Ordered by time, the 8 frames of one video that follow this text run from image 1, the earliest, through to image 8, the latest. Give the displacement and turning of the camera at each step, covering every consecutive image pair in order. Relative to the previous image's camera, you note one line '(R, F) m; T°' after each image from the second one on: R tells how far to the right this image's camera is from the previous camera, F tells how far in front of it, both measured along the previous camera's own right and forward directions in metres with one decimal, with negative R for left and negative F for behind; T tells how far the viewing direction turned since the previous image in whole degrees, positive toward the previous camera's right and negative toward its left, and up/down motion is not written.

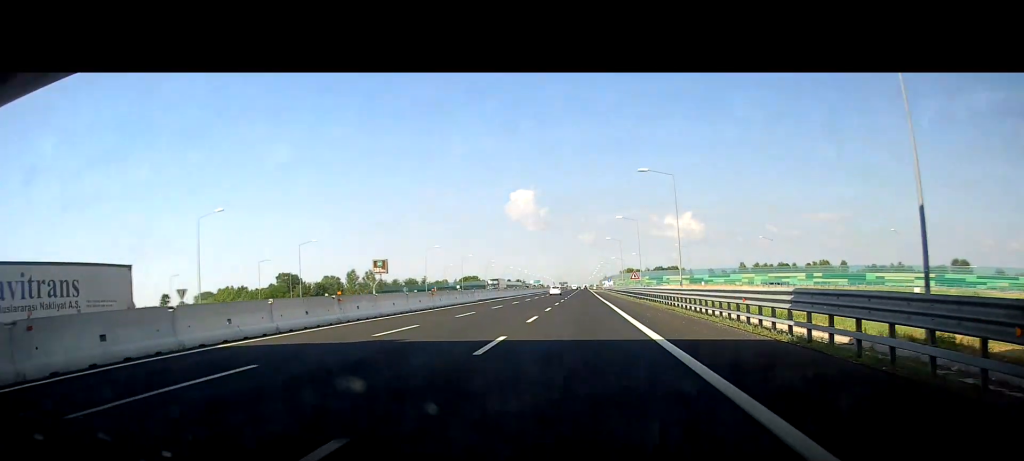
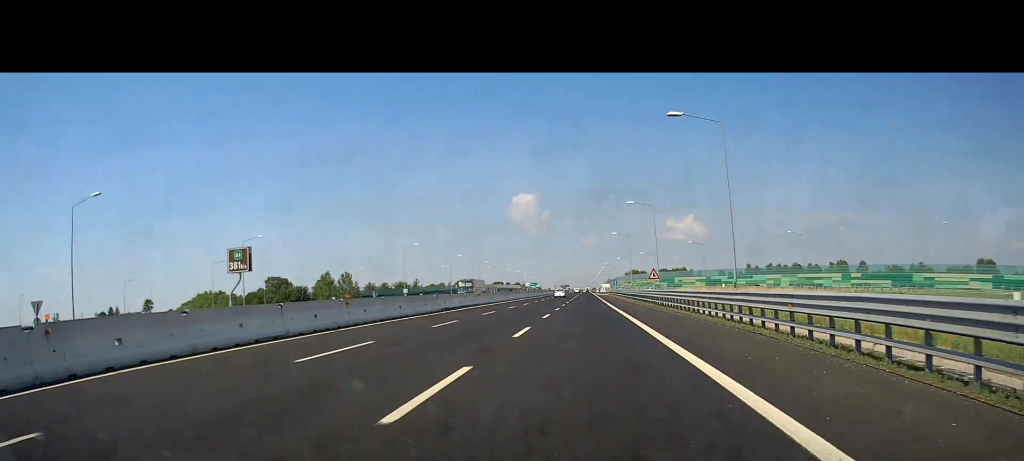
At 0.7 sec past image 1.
(+0.1, +17.5) m; 0°
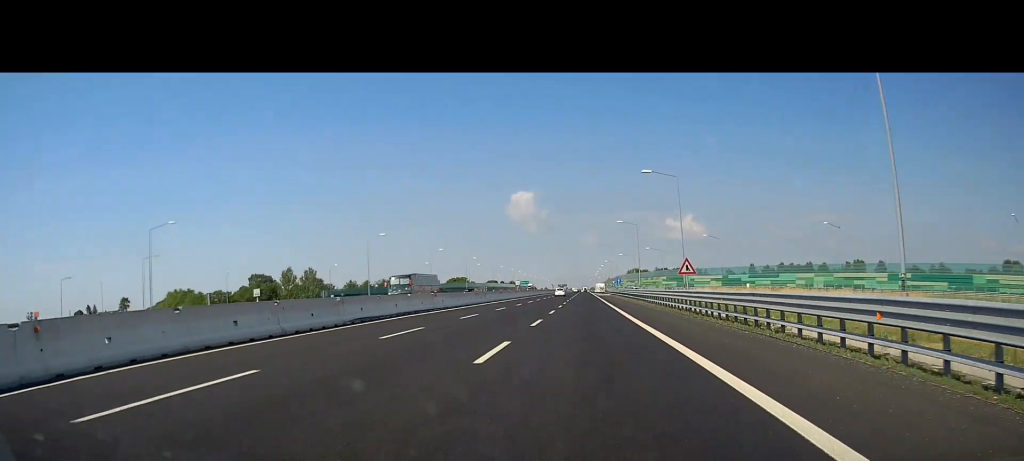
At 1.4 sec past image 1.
(+0.1, +18.4) m; 0°
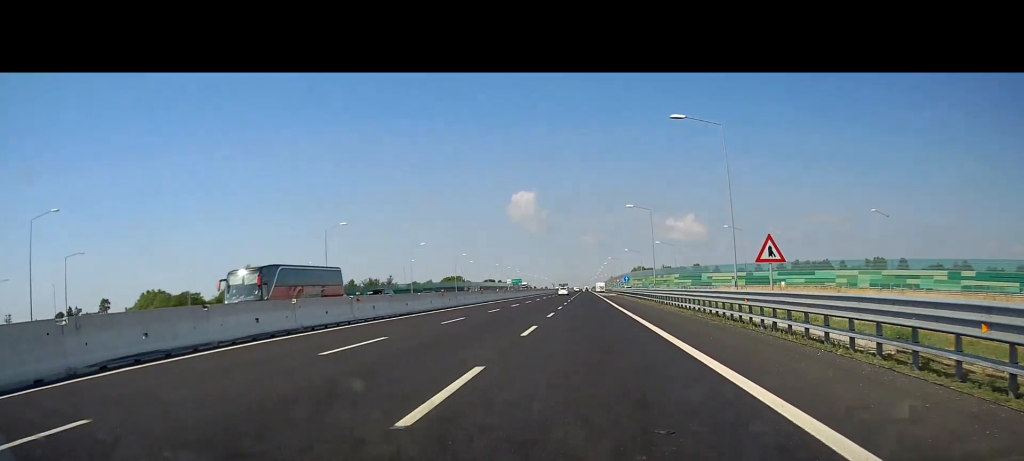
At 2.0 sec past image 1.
(0.0, +16.7) m; 0°
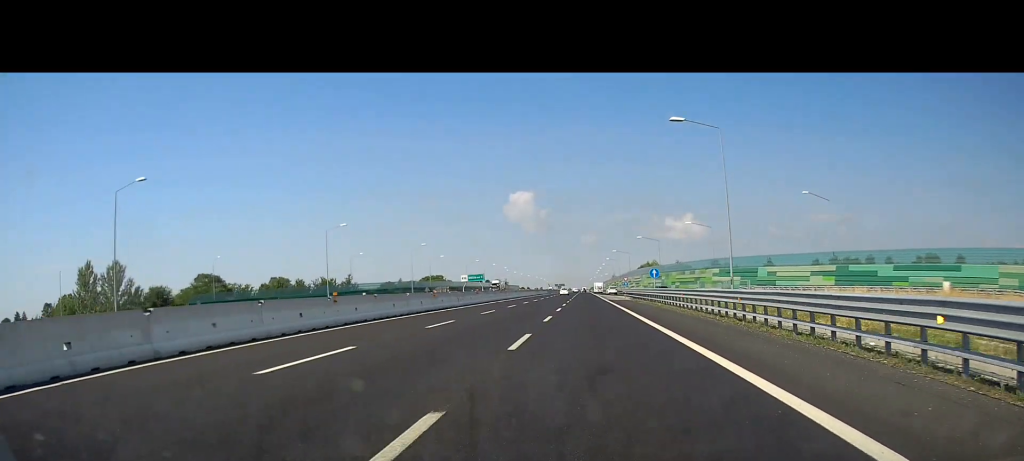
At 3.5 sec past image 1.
(0.0, +38.6) m; 0°
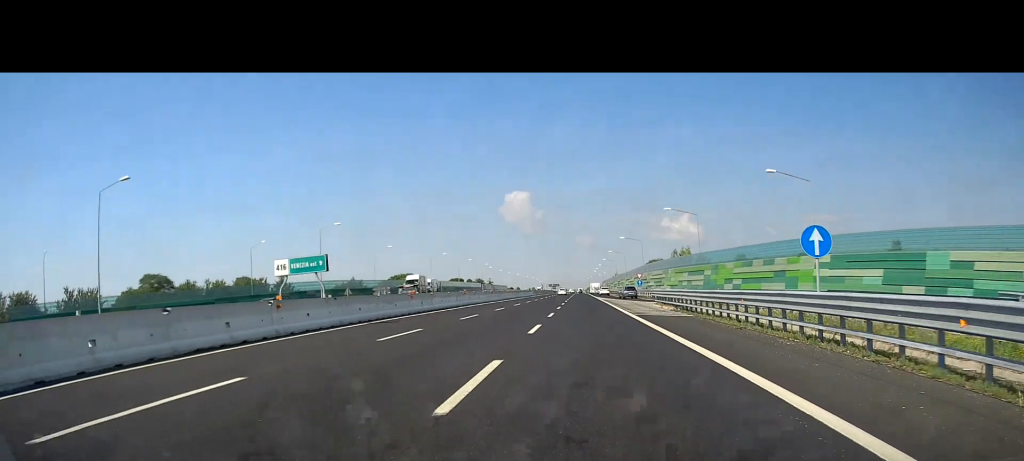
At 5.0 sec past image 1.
(+0.4, +41.0) m; 0°
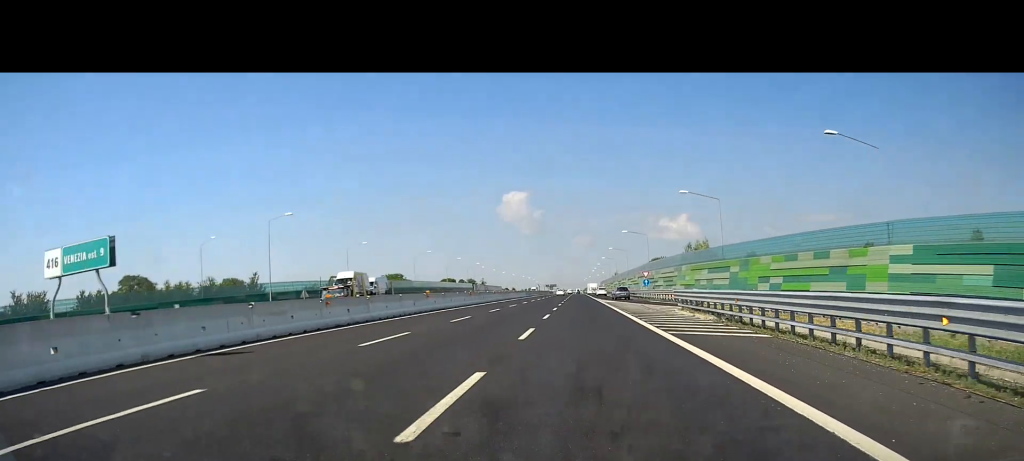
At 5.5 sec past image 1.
(-0.2, +13.1) m; 0°
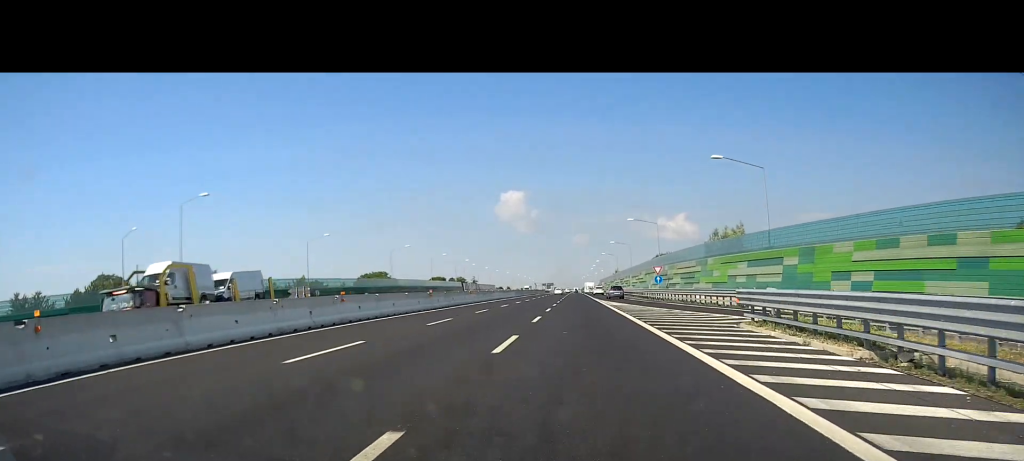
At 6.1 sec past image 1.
(-0.2, +15.7) m; 0°
